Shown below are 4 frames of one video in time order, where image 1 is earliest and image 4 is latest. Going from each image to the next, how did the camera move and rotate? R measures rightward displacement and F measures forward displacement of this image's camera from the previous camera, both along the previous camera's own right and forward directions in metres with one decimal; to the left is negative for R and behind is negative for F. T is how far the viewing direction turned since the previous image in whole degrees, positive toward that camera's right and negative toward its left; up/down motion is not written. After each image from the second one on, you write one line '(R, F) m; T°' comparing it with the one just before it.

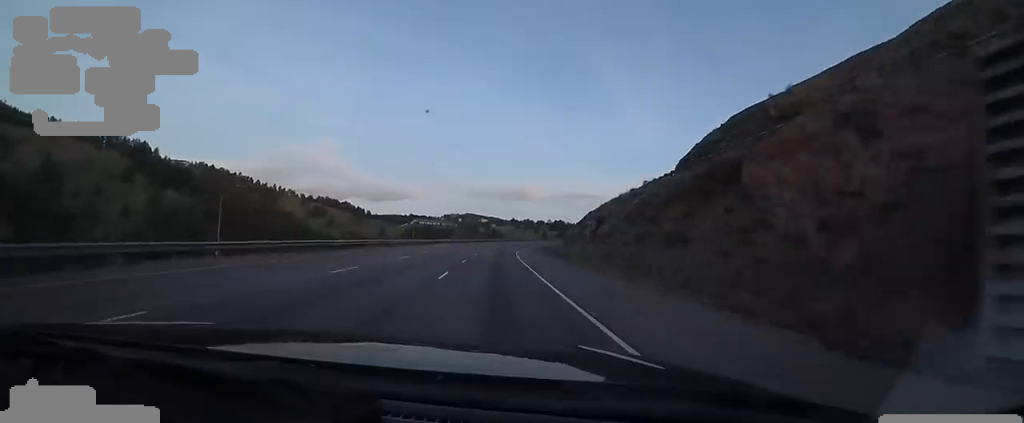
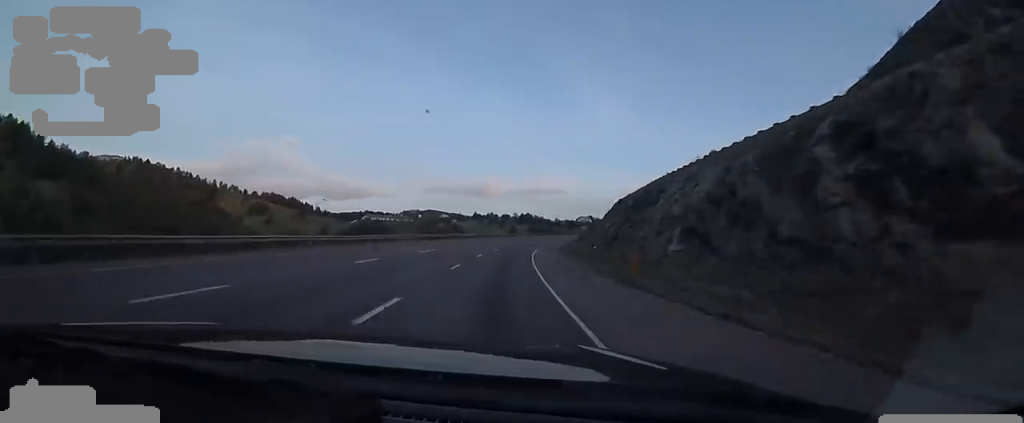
(-0.2, +69.4) m; +5°
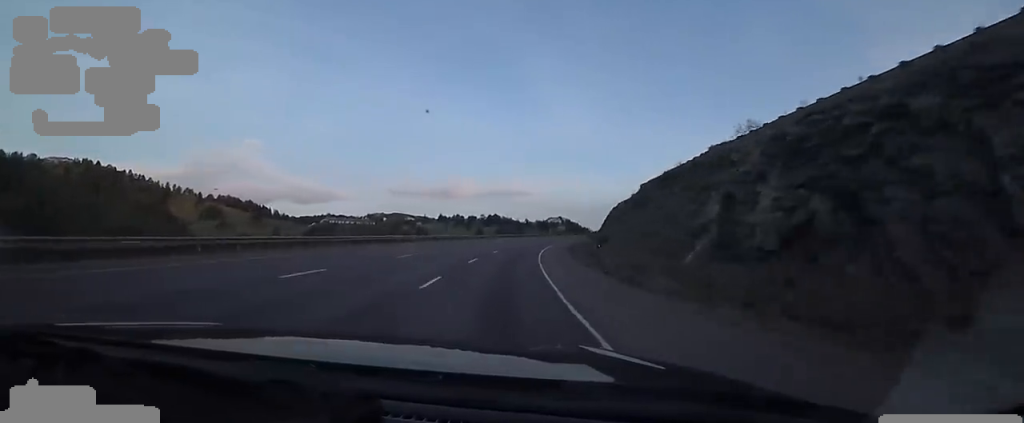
(+1.8, +30.7) m; +3°
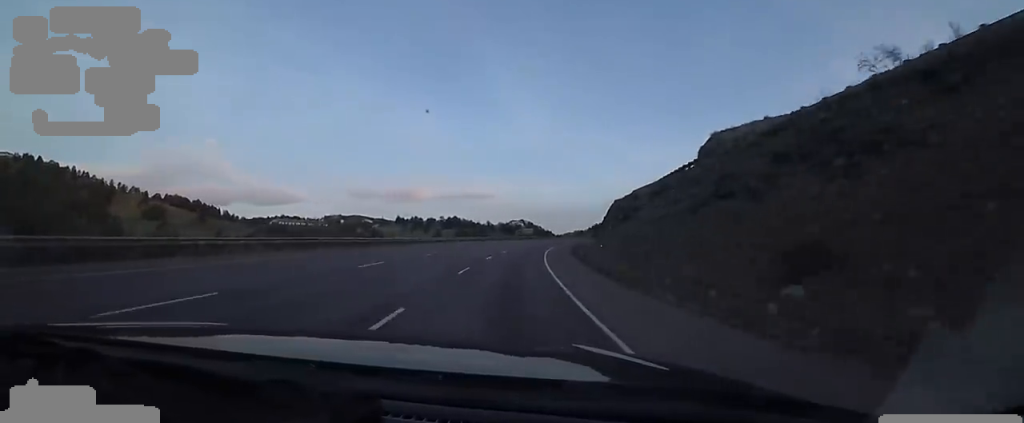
(+0.2, +30.3) m; +3°
